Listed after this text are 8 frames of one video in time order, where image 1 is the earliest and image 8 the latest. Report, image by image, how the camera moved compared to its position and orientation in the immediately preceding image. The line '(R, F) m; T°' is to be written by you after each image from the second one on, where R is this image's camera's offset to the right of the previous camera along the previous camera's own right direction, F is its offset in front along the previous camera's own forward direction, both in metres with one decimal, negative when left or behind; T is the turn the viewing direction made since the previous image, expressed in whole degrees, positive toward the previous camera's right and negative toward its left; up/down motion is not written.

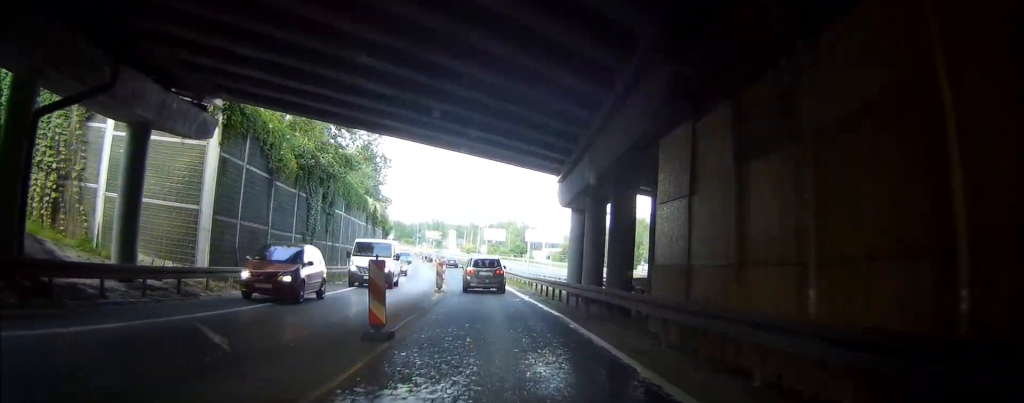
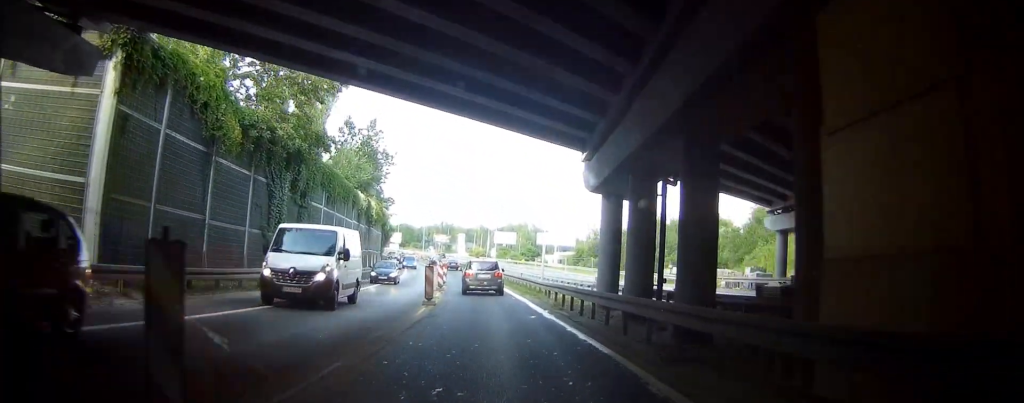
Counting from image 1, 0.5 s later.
(+0.1, +7.1) m; -1°
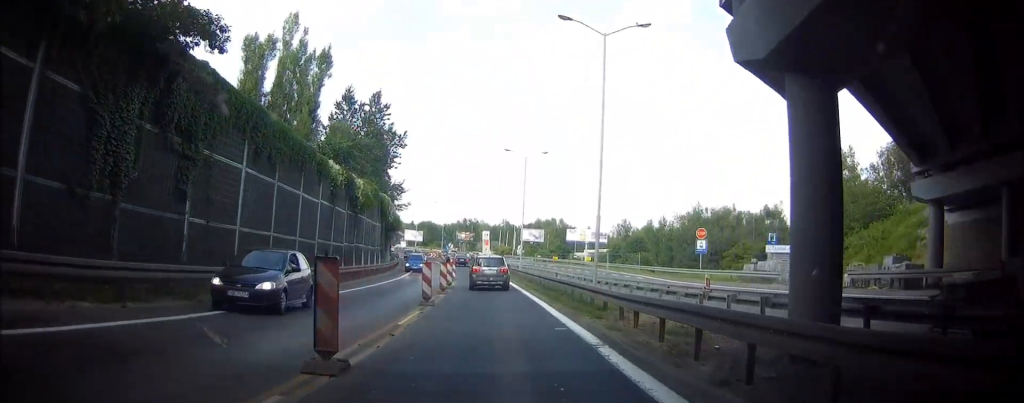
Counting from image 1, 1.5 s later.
(-0.4, +14.8) m; -3°
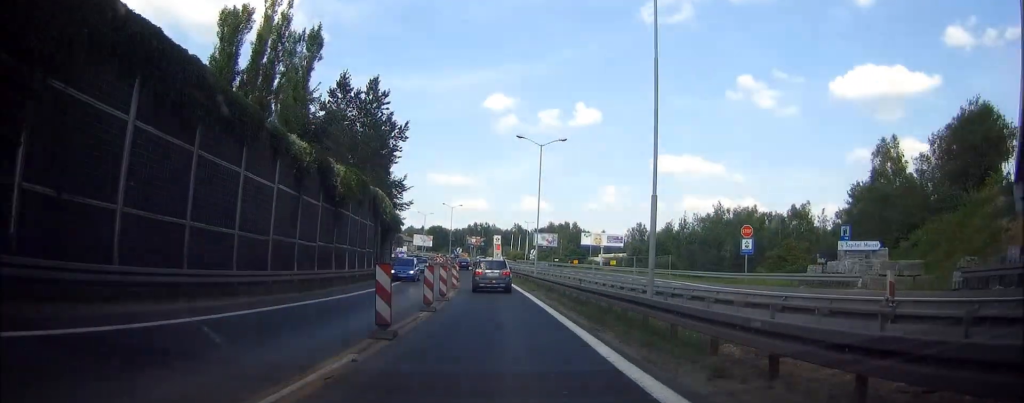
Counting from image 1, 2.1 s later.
(-0.2, +8.5) m; -2°
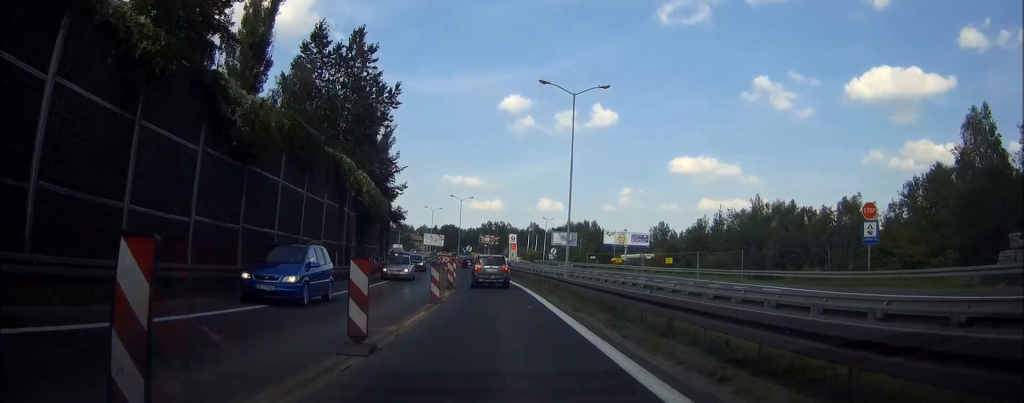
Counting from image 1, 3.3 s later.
(-0.5, +16.0) m; -3°
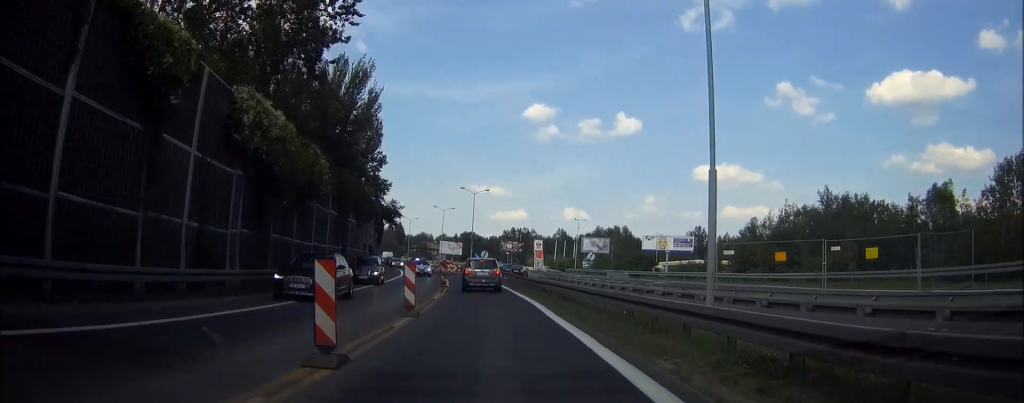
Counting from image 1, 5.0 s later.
(-0.6, +23.8) m; -3°
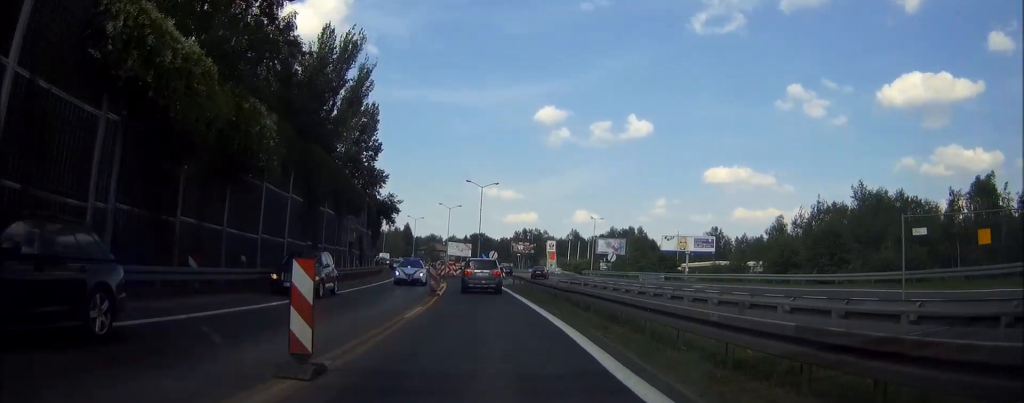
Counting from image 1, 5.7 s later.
(-0.1, +9.4) m; -2°
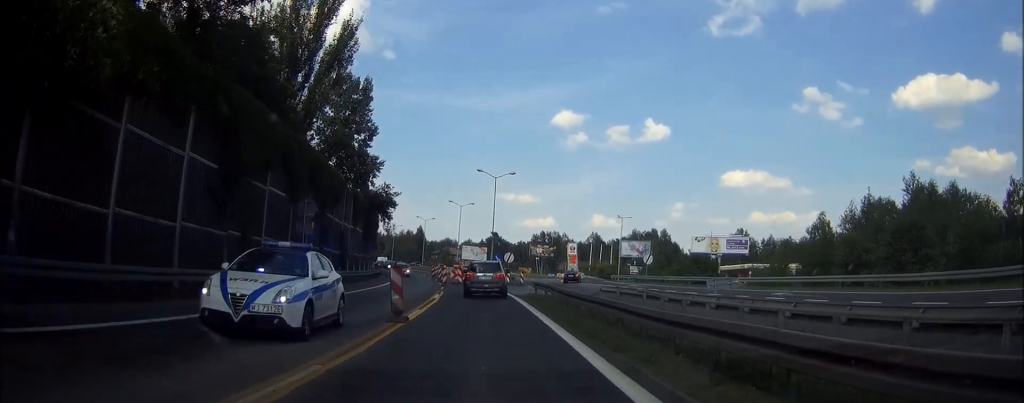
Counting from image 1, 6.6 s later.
(-0.3, +12.2) m; -2°
